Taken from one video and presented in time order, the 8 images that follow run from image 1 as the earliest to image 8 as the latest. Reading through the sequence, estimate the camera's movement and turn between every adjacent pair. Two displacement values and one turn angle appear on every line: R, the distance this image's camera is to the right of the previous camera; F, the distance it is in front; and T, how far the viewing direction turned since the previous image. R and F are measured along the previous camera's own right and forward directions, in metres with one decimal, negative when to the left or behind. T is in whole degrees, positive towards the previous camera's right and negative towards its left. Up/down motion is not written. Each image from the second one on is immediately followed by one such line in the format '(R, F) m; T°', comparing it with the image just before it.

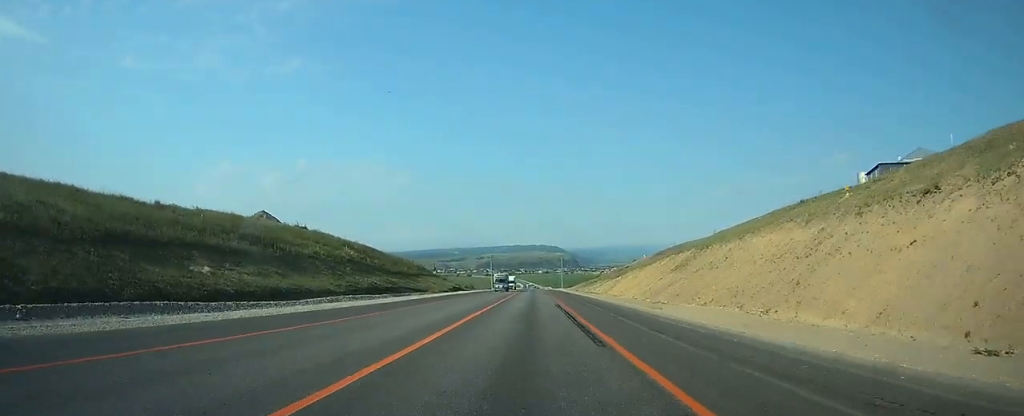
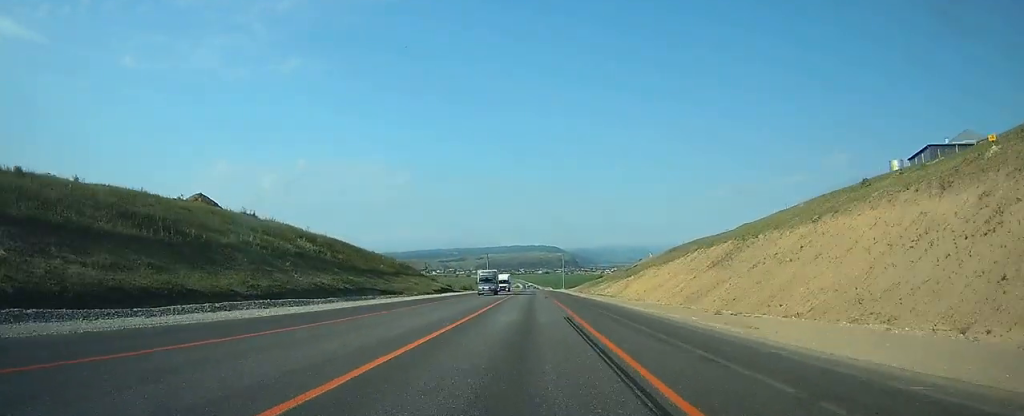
(0.0, +13.2) m; 0°
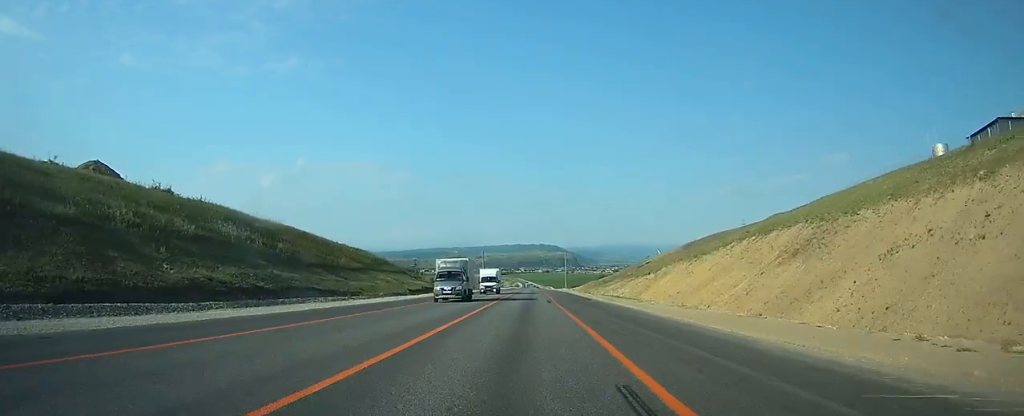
(0.0, +14.6) m; 0°
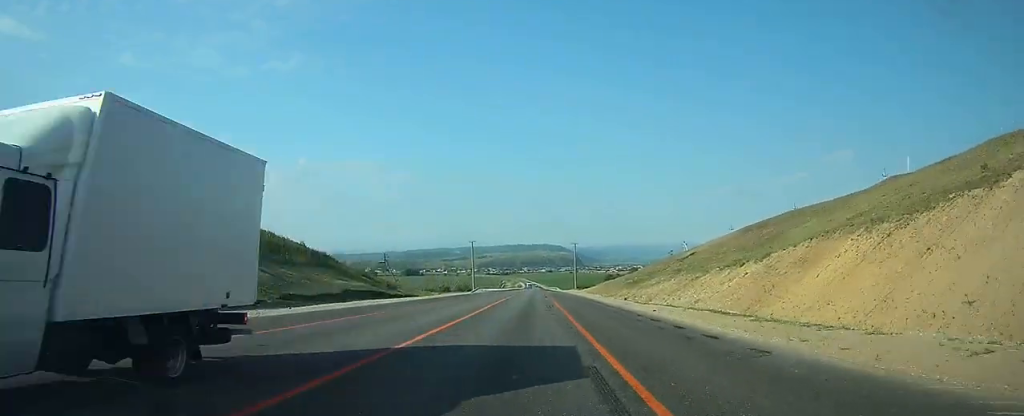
(0.0, +32.7) m; -1°
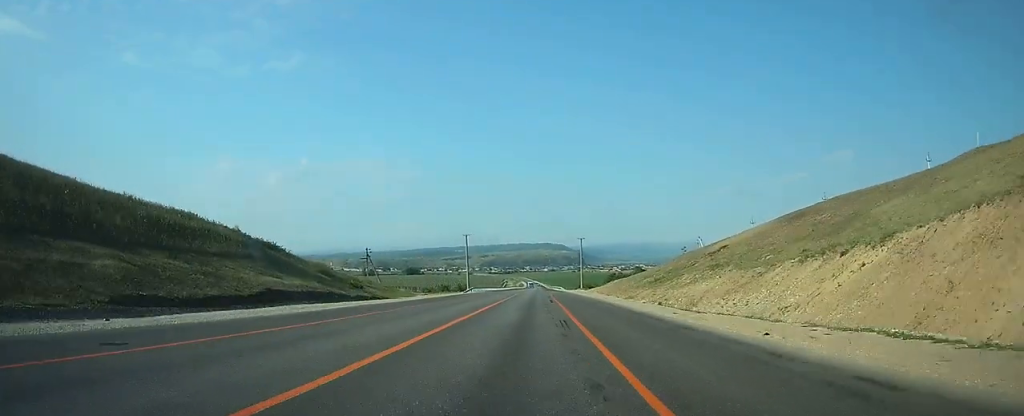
(-0.1, +13.9) m; 0°
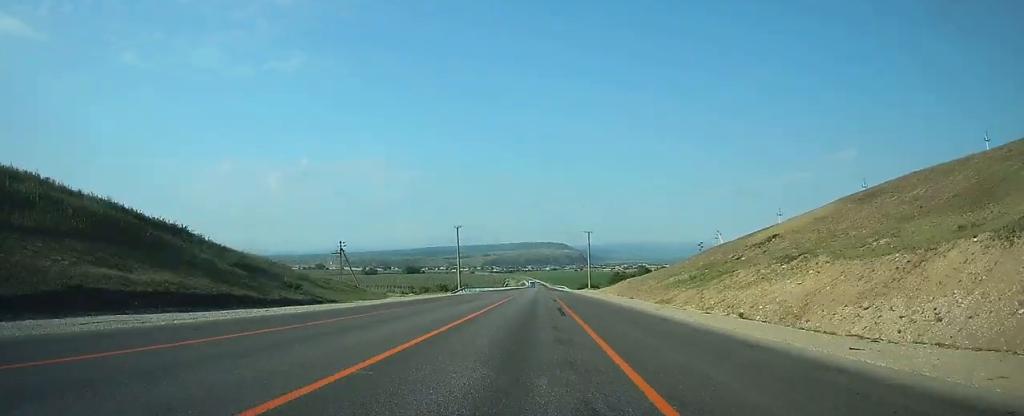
(-0.1, +15.2) m; 0°
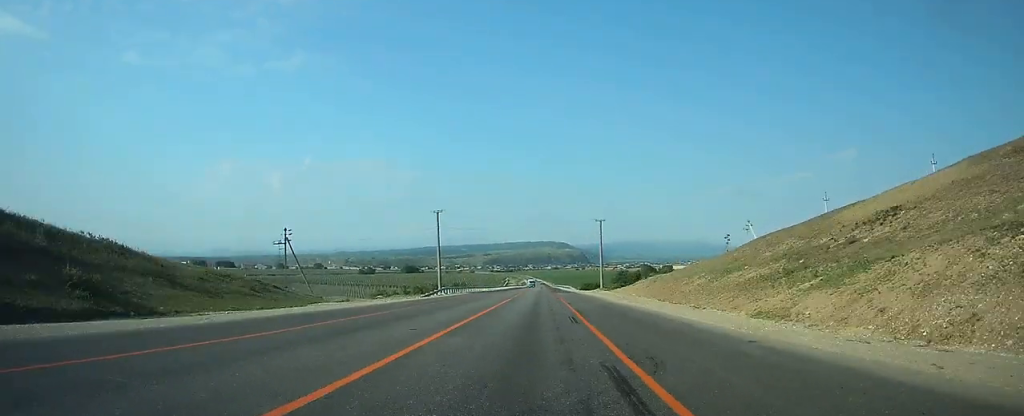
(-0.1, +20.7) m; 0°
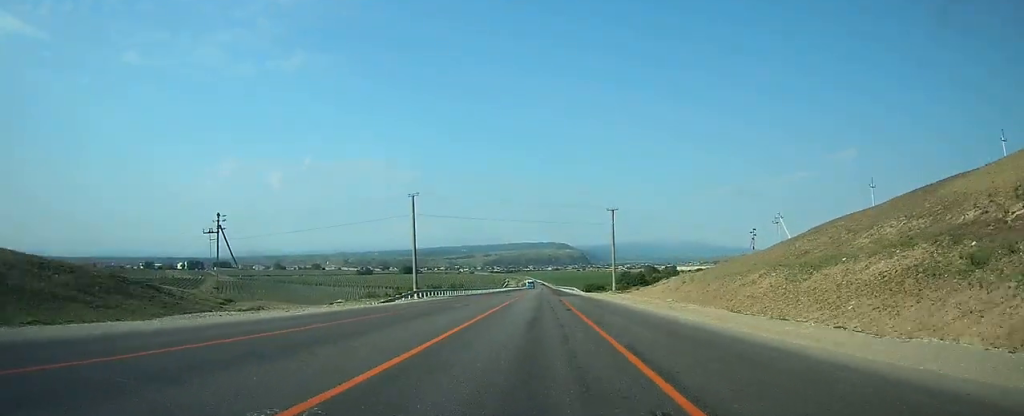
(-0.1, +15.9) m; 0°
